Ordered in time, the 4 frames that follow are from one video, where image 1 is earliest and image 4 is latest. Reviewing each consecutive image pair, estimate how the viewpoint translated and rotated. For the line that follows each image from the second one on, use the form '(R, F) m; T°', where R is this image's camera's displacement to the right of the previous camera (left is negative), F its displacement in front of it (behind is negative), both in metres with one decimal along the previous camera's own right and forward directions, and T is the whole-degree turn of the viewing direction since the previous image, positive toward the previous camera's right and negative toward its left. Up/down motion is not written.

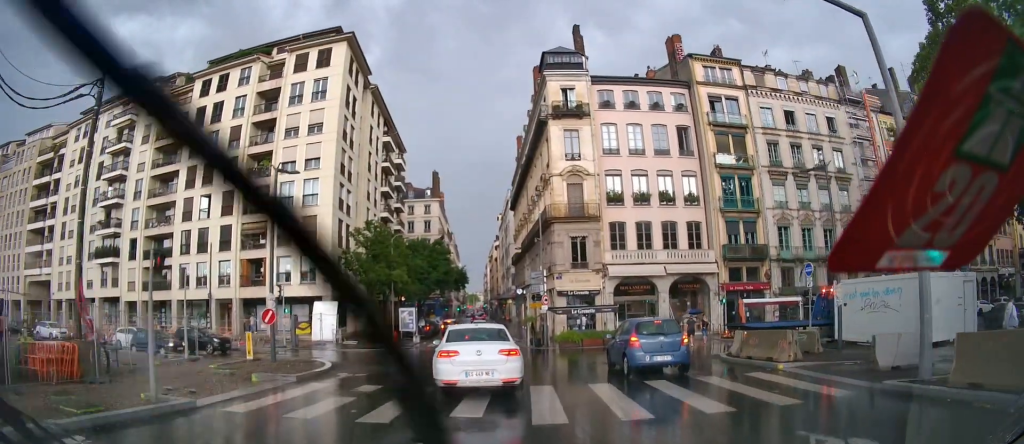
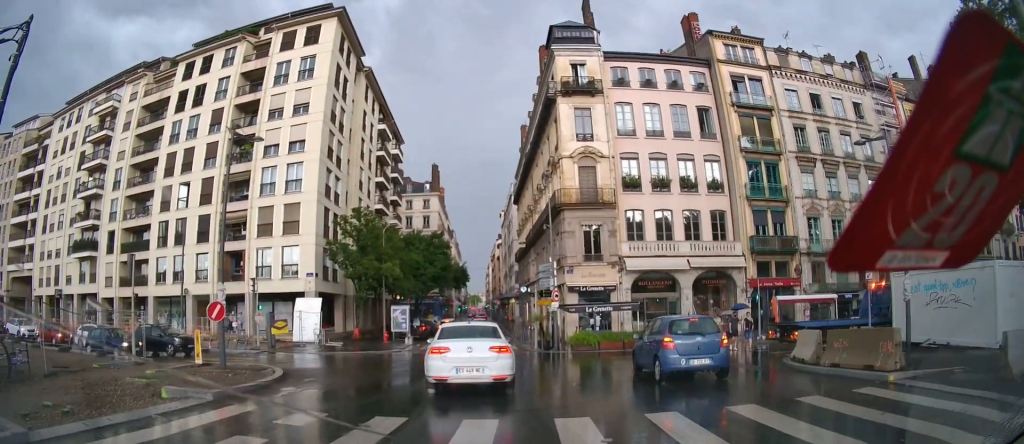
(-0.1, +4.1) m; -1°
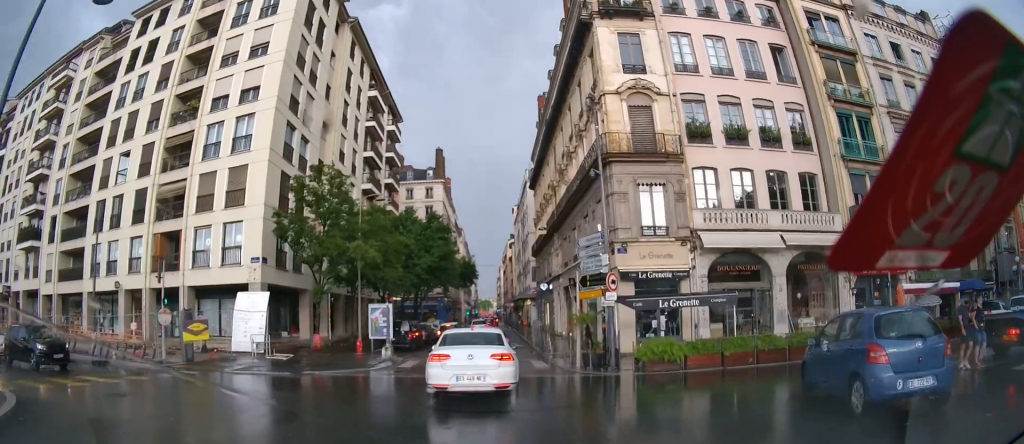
(-0.2, +9.7) m; 0°
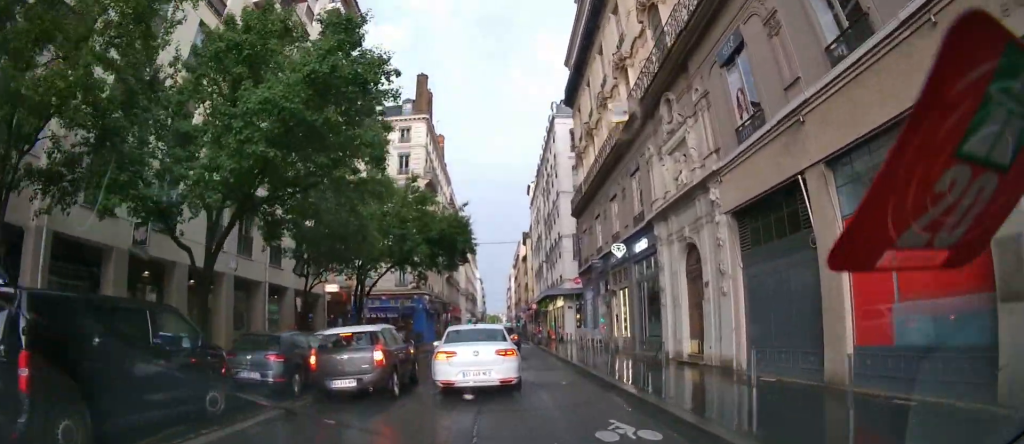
(+0.4, +23.9) m; +1°
